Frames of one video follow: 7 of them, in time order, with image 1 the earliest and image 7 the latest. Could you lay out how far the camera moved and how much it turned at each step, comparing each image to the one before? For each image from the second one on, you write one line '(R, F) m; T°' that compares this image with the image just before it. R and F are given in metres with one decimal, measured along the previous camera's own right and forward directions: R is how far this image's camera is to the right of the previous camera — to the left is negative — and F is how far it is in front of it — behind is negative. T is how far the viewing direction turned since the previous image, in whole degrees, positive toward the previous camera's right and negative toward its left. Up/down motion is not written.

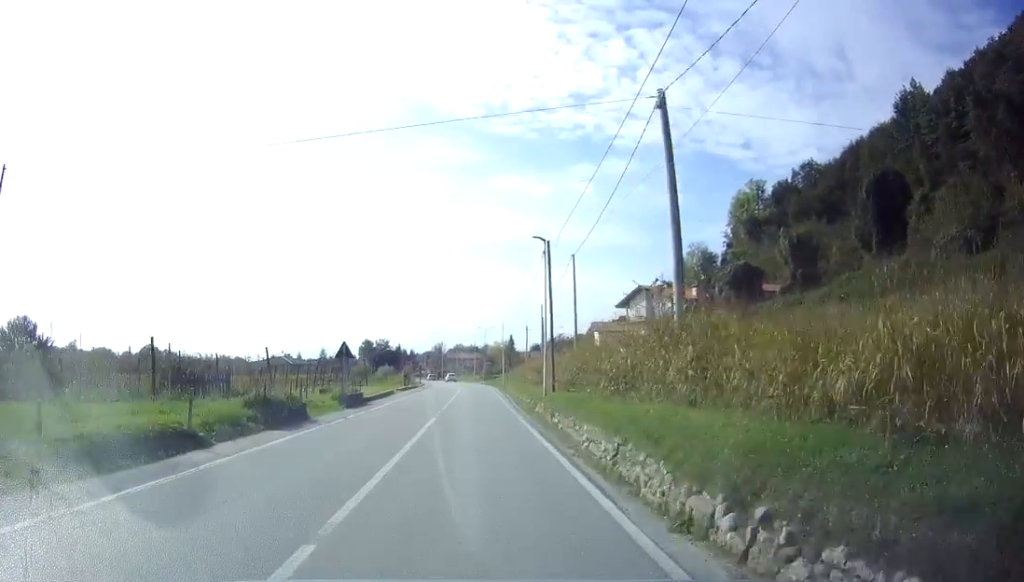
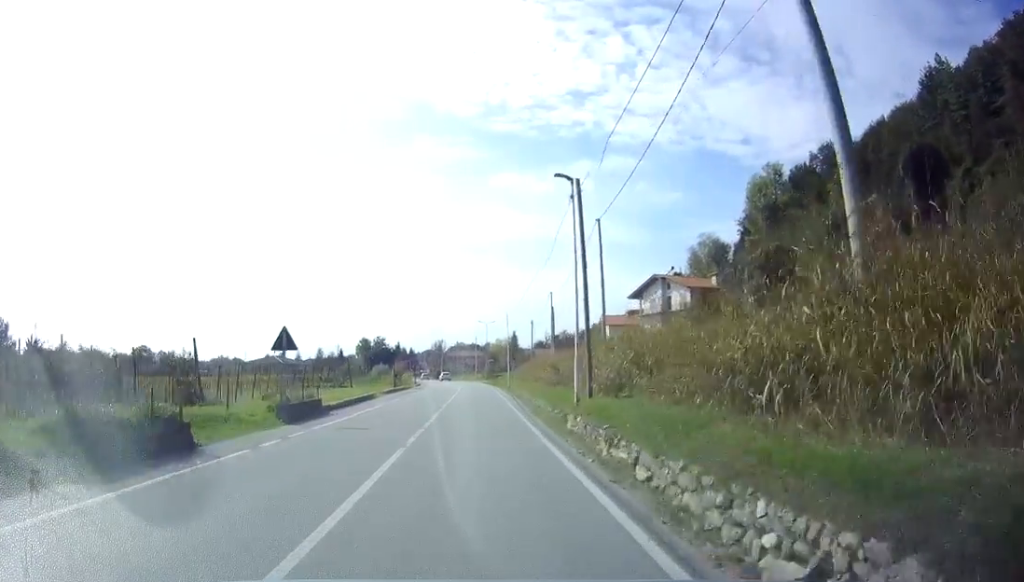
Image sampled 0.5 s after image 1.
(0.0, +8.3) m; 0°
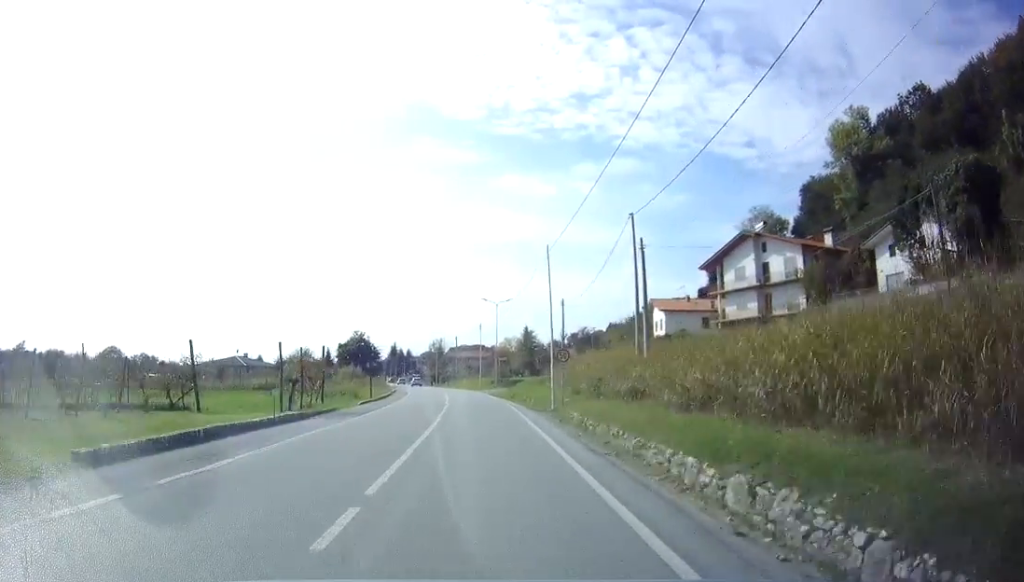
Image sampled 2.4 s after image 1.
(-0.6, +31.0) m; -2°
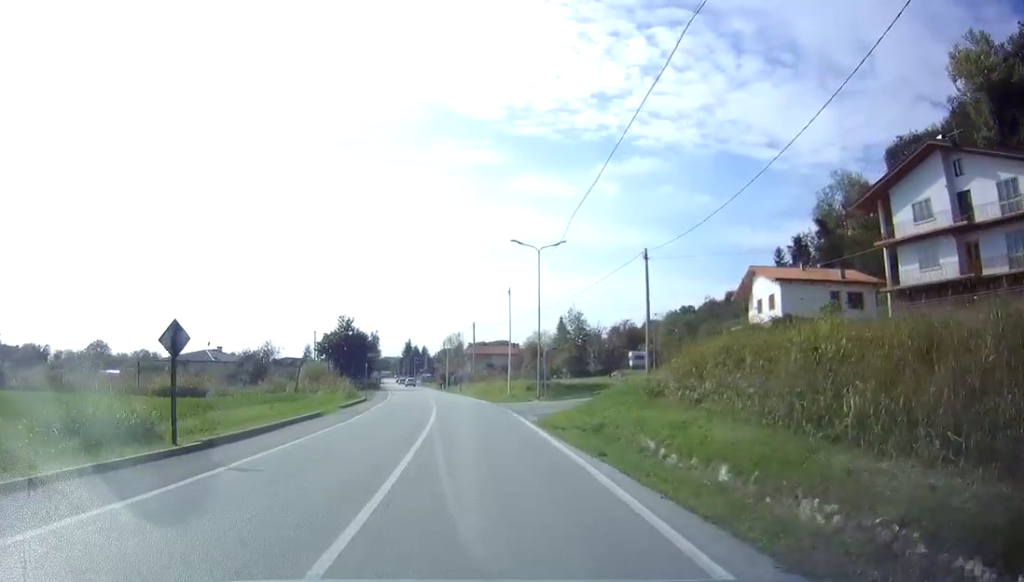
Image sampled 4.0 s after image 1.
(+0.1, +27.7) m; -1°
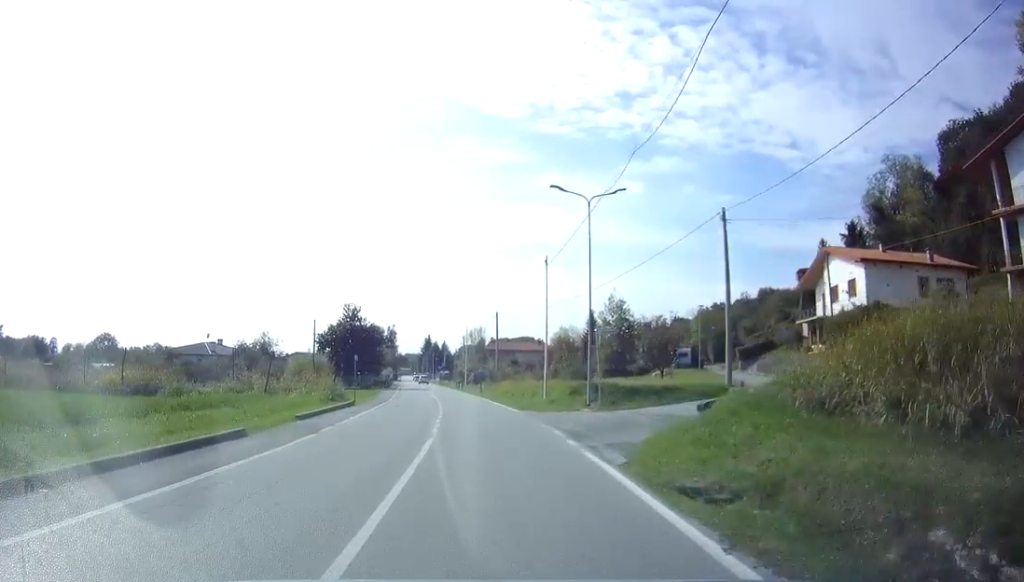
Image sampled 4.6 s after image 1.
(-0.1, +10.0) m; -2°
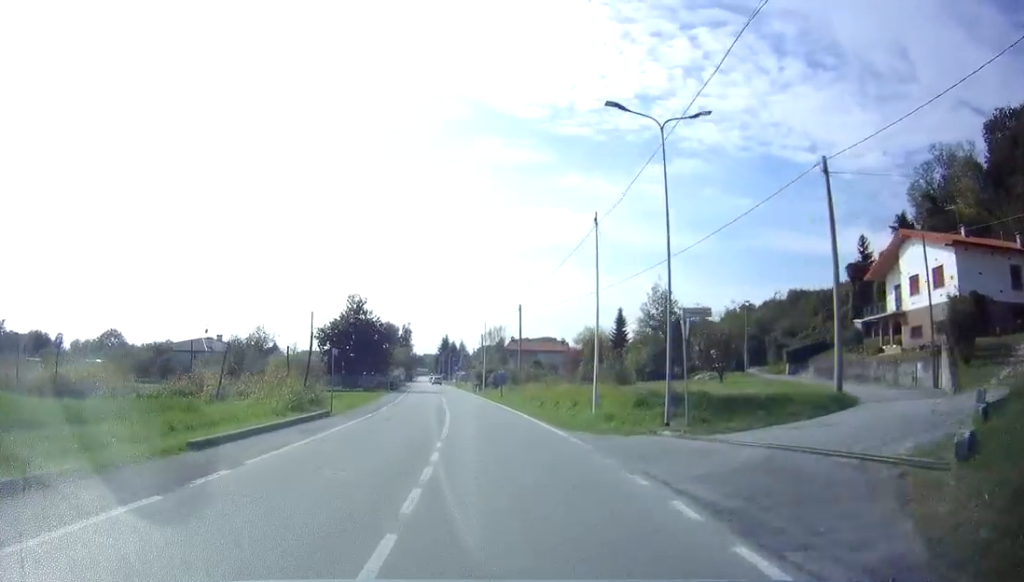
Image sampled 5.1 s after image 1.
(-0.2, +8.5) m; -1°
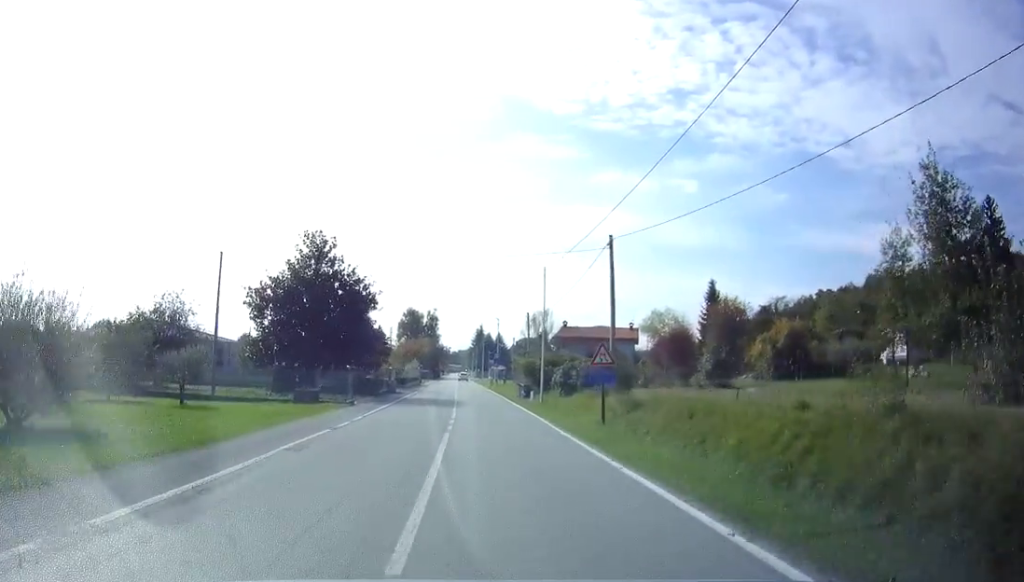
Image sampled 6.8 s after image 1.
(-1.1, +29.0) m; -3°
